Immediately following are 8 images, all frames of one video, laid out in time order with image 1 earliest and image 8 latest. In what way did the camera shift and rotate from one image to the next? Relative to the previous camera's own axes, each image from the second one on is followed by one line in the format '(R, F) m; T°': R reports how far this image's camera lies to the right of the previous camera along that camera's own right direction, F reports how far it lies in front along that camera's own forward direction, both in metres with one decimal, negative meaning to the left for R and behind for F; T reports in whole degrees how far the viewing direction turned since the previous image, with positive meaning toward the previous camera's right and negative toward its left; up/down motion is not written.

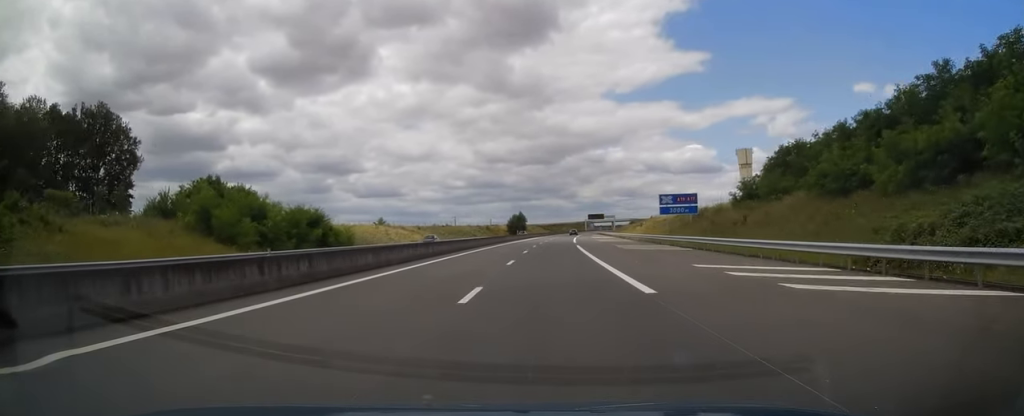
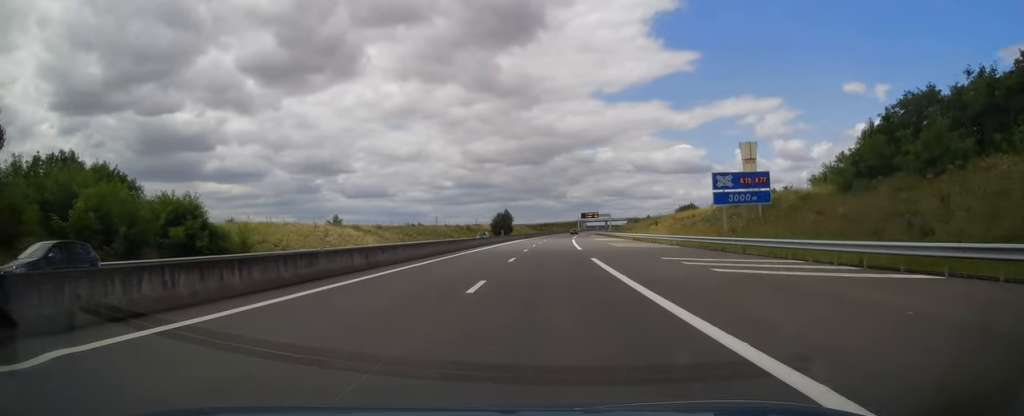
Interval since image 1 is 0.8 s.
(+0.3, +23.9) m; +1°
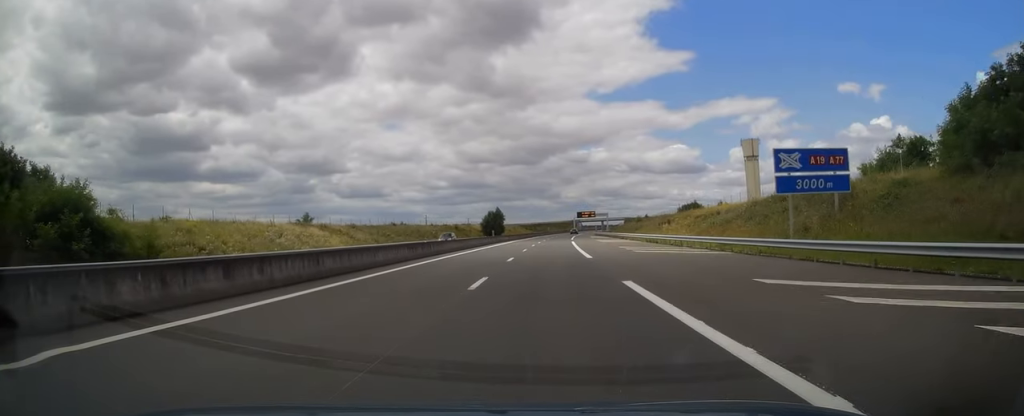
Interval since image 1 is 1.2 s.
(+0.1, +12.2) m; 0°
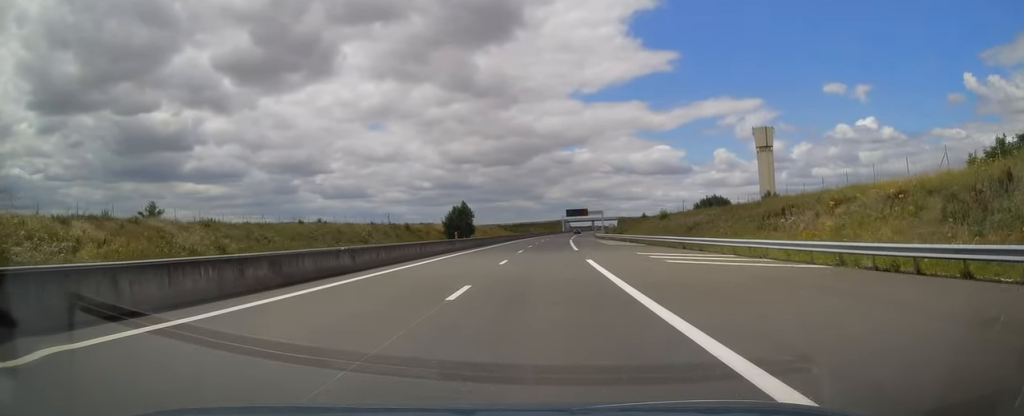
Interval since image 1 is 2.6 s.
(+0.3, +40.5) m; +2°
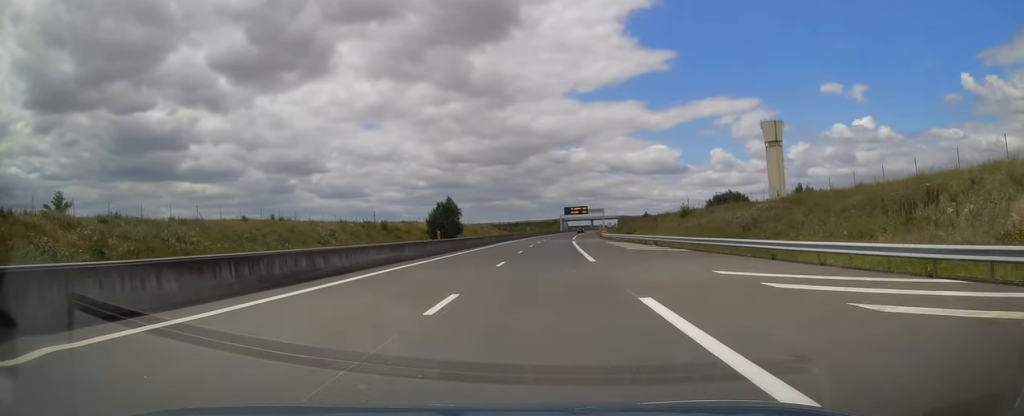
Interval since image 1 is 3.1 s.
(+0.1, +15.1) m; +1°
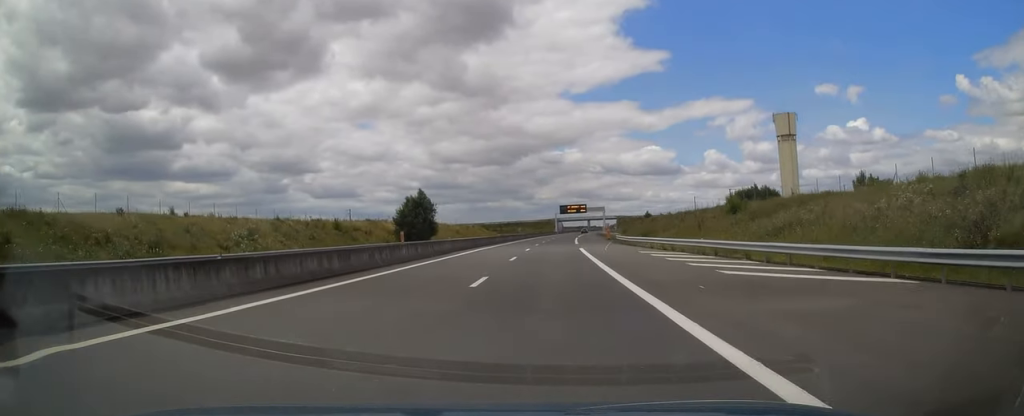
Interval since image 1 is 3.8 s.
(+0.3, +21.0) m; +1°
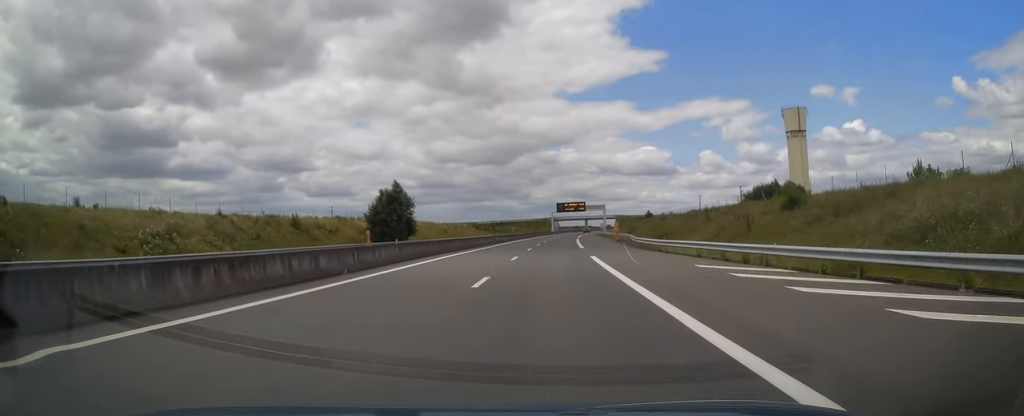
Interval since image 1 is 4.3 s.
(+0.1, +13.2) m; 0°
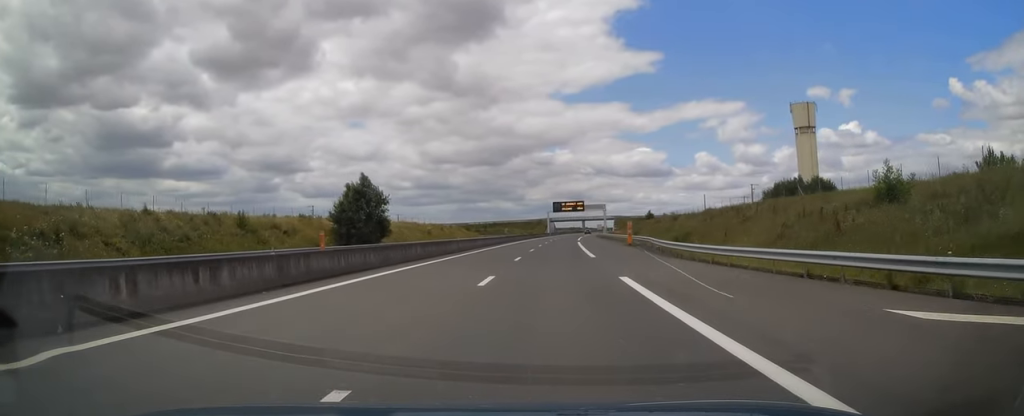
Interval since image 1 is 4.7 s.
(0.0, +12.2) m; 0°
